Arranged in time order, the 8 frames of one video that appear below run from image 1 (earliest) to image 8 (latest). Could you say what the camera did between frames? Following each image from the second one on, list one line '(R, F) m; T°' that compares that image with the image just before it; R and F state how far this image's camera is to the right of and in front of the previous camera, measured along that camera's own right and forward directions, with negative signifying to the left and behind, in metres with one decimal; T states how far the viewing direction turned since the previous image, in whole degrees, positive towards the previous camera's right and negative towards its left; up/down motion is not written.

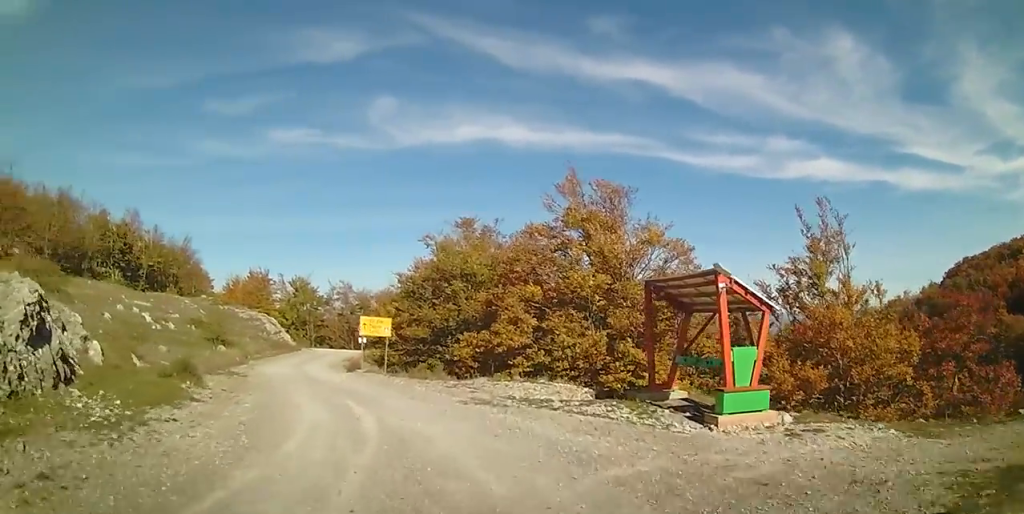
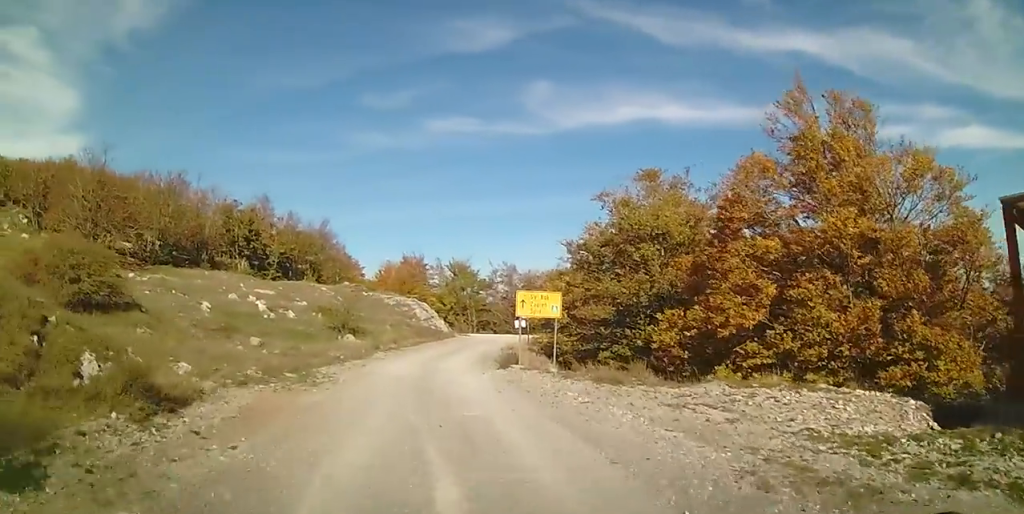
(-0.9, +6.8) m; -13°
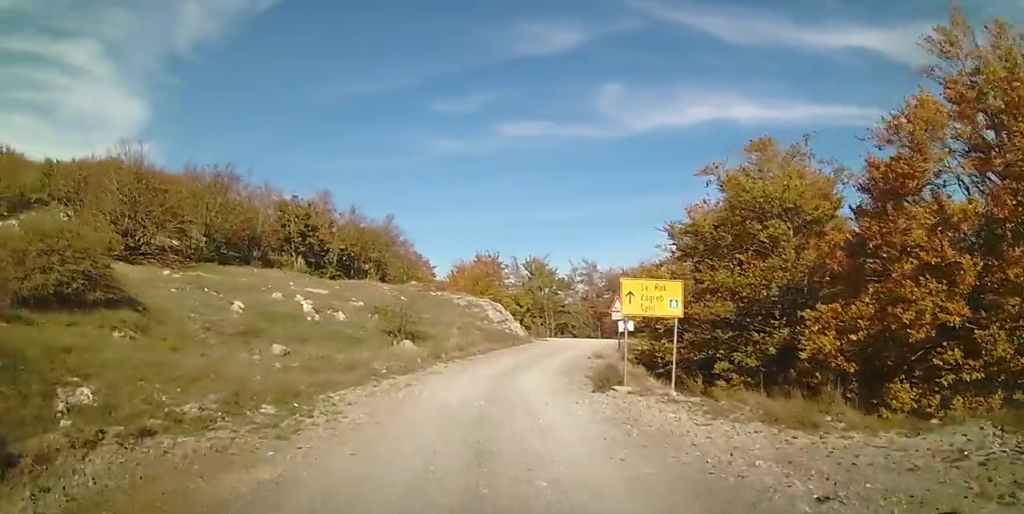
(-0.2, +4.5) m; -4°
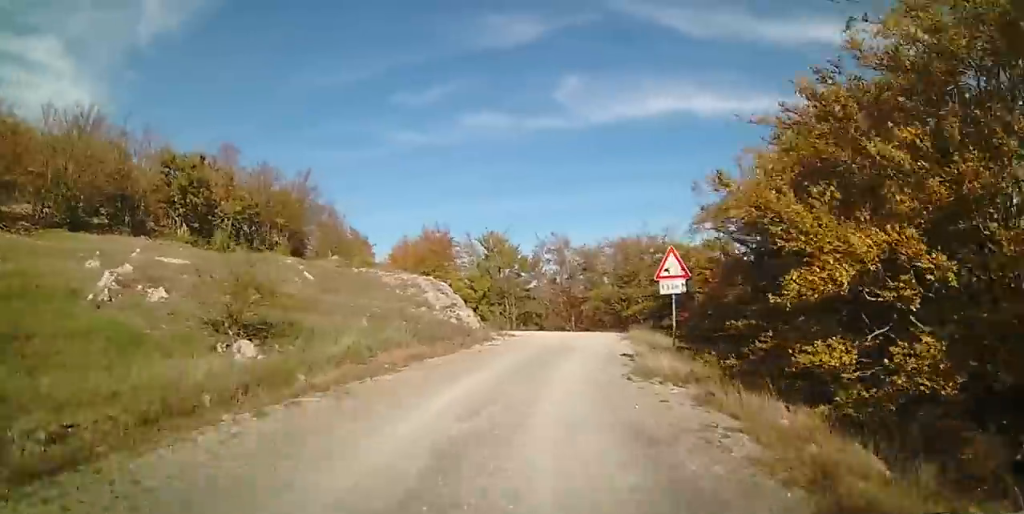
(-0.3, +13.4) m; 0°
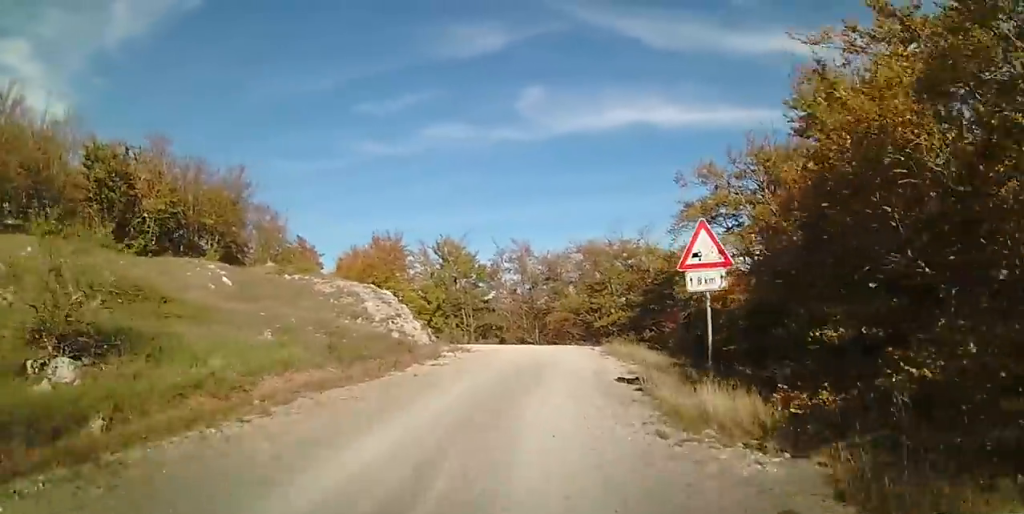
(-0.1, +4.9) m; +3°
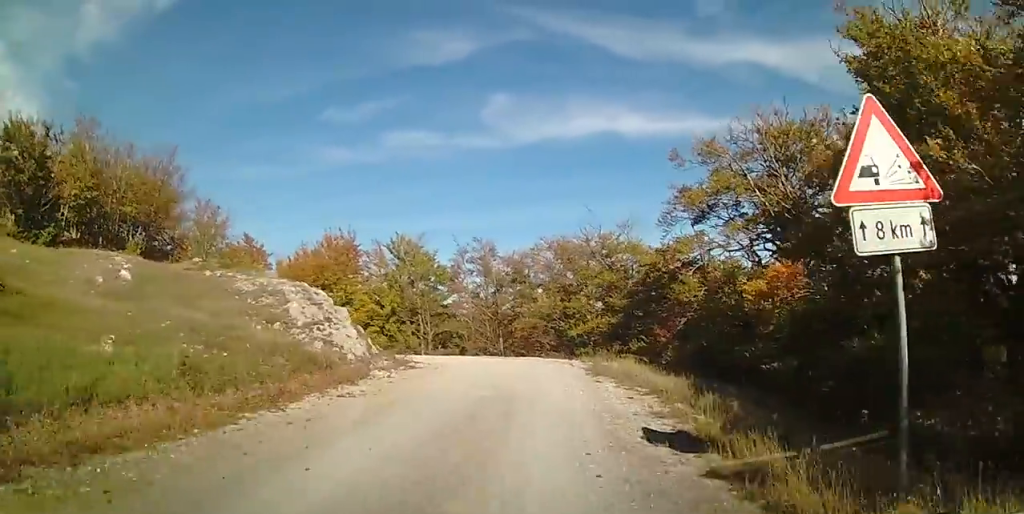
(+0.3, +5.2) m; +3°
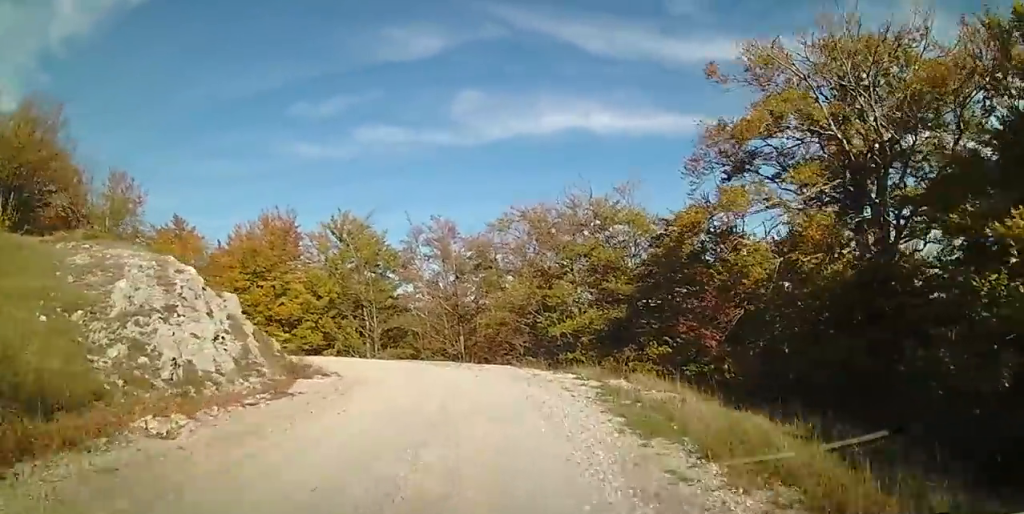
(+0.2, +8.5) m; -3°
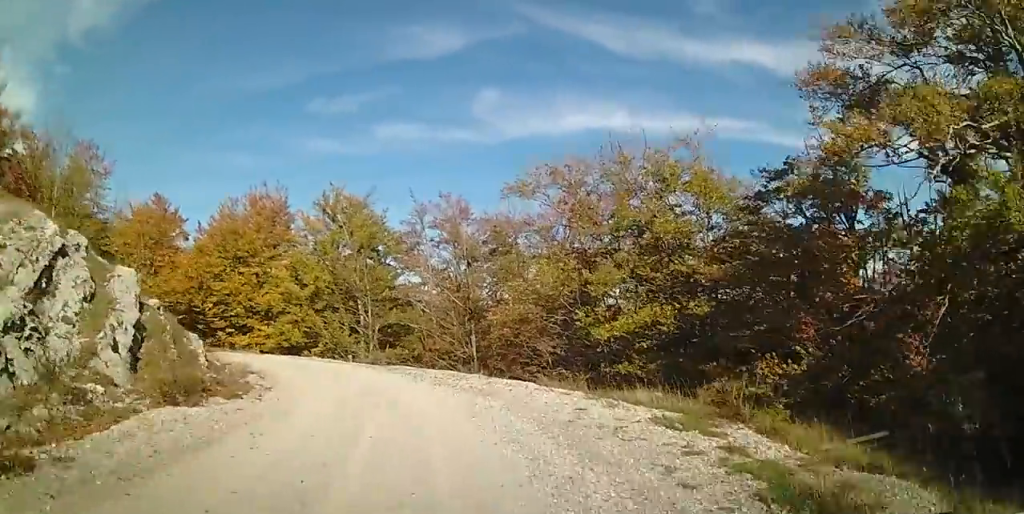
(-0.5, +6.9) m; -6°
